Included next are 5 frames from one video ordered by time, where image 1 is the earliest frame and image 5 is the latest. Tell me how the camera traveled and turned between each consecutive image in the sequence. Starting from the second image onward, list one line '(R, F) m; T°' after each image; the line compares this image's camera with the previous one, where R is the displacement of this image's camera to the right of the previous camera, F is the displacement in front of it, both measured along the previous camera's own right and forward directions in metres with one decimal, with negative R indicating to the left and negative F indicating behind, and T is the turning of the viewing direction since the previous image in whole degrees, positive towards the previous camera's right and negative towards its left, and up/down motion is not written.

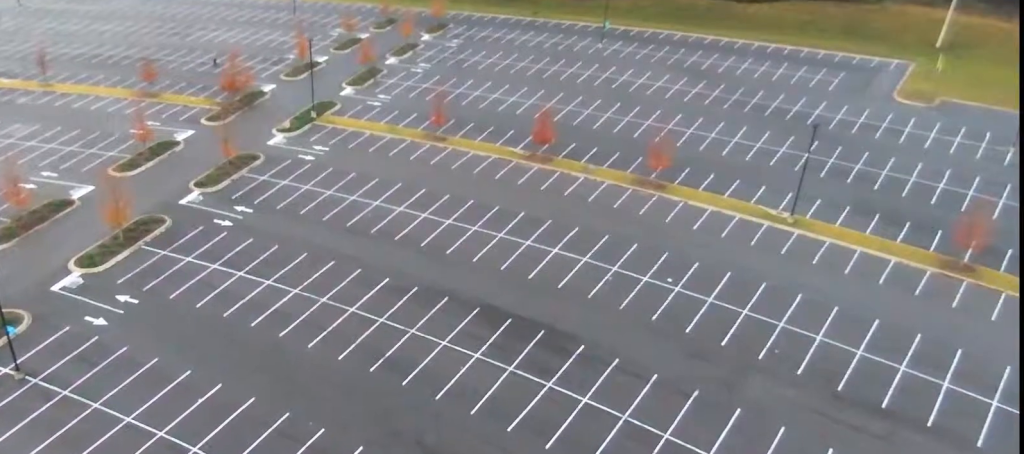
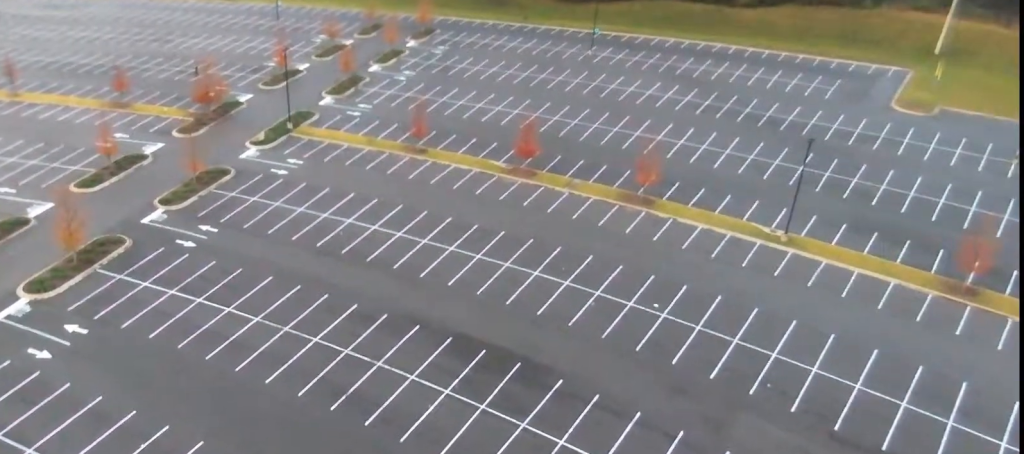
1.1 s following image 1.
(0.0, +3.5) m; 0°
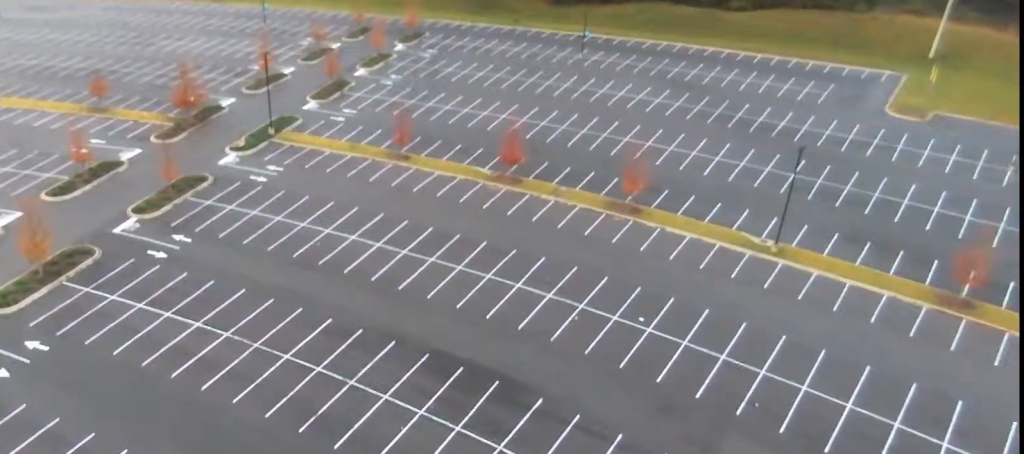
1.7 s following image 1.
(0.0, +4.3) m; 0°
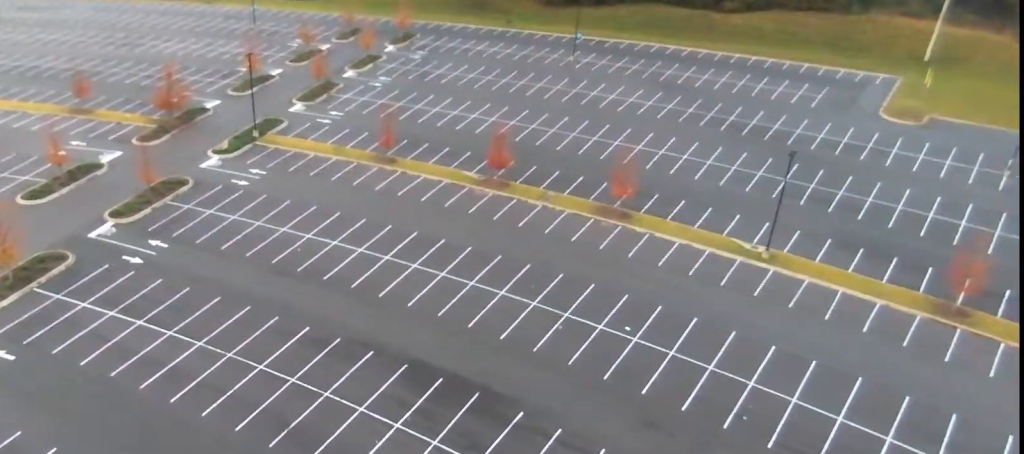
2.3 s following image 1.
(0.0, +2.4) m; 0°
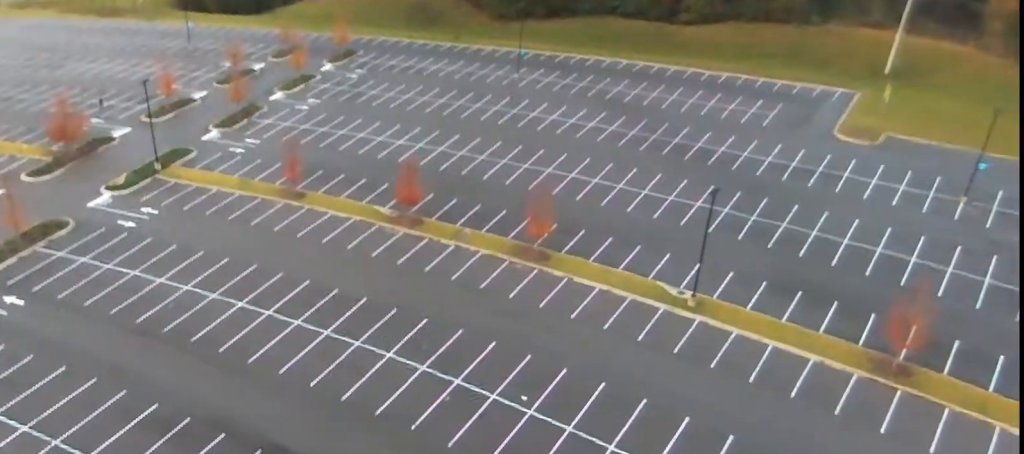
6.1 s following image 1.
(0.0, +12.1) m; +16°
